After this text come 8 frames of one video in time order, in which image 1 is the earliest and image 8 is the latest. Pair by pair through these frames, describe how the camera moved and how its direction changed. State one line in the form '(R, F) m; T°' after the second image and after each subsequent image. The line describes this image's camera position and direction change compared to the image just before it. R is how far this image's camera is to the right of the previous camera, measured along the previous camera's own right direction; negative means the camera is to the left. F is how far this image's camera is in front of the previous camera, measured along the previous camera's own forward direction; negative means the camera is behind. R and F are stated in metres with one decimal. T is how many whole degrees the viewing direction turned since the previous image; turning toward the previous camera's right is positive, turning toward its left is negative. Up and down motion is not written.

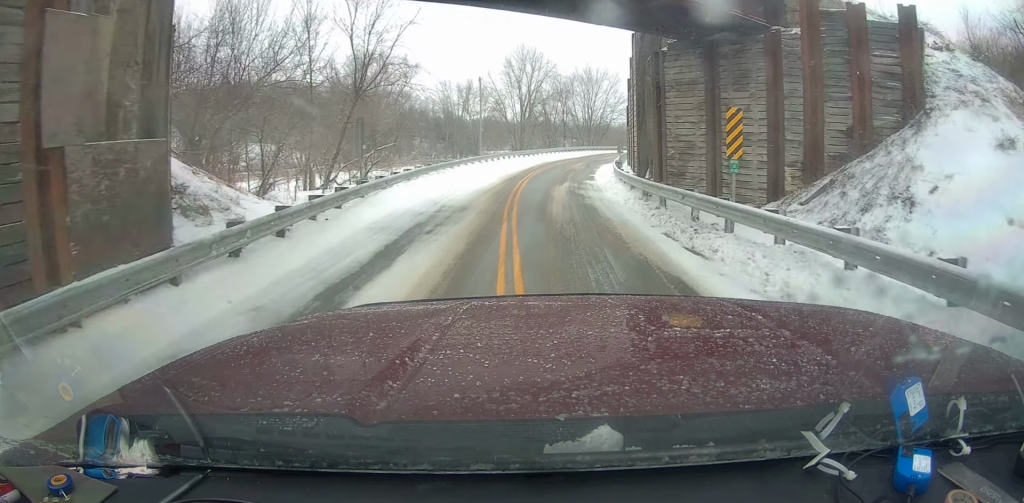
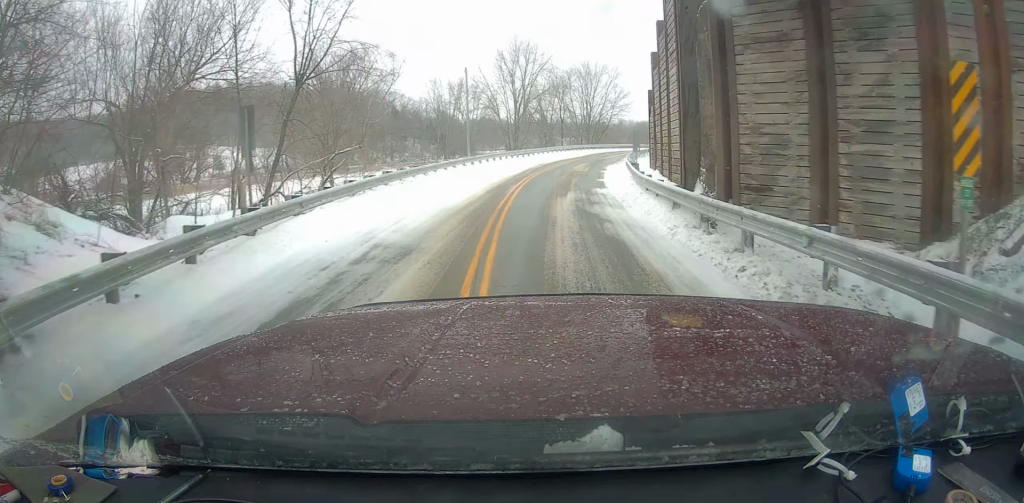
(0.0, +6.1) m; 0°
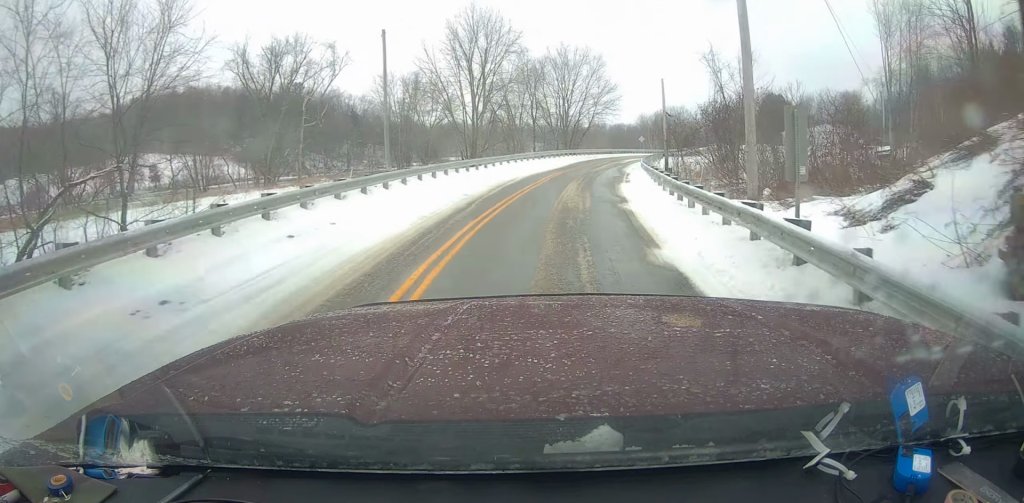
(+0.1, +16.5) m; +2°
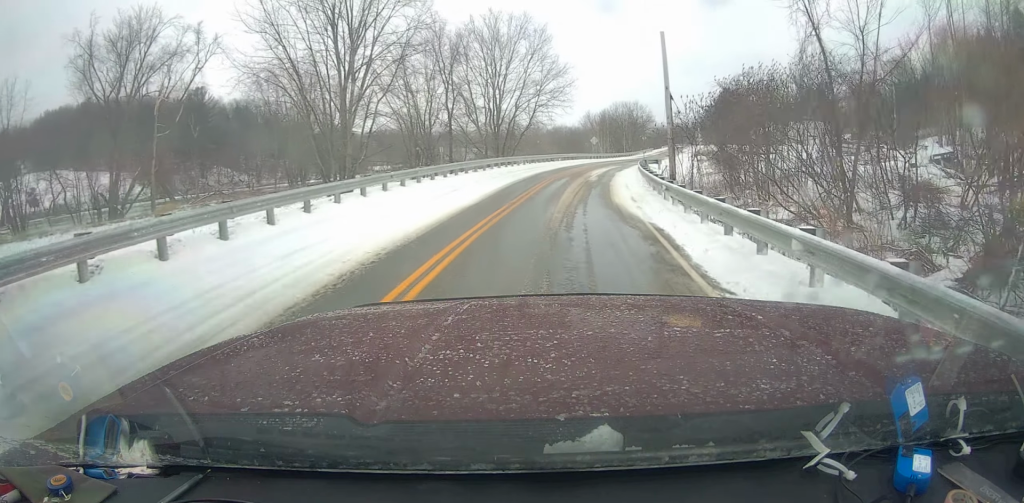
(+1.0, +21.1) m; +6°
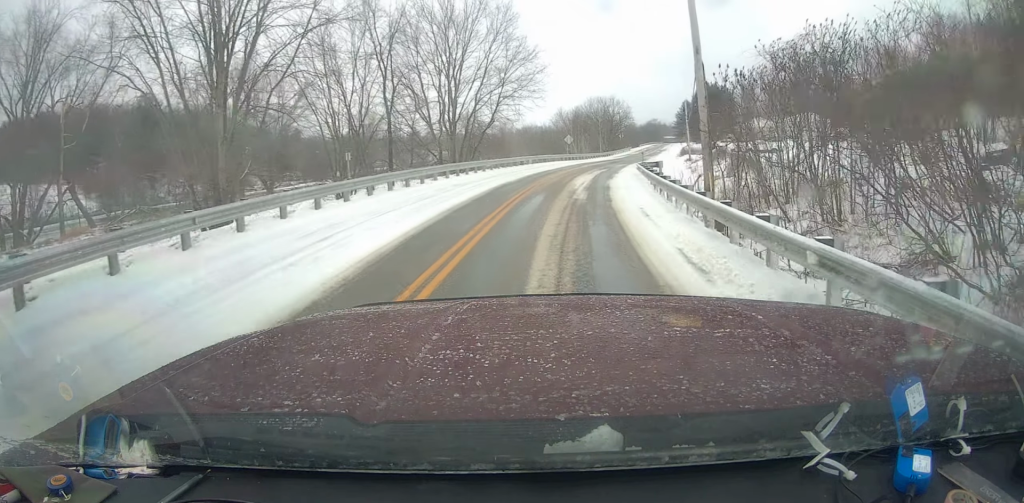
(+0.4, +10.2) m; +2°
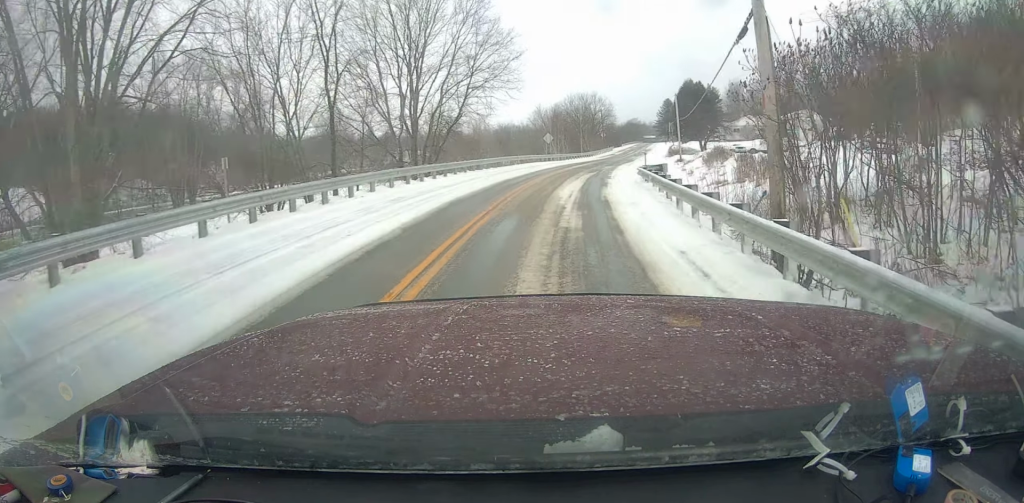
(+0.1, +6.6) m; +1°
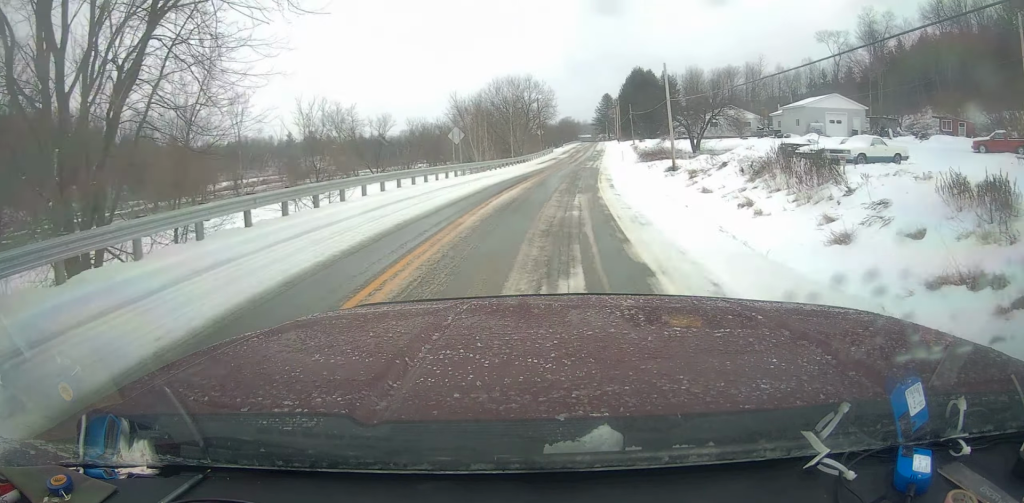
(+1.5, +27.3) m; +7°
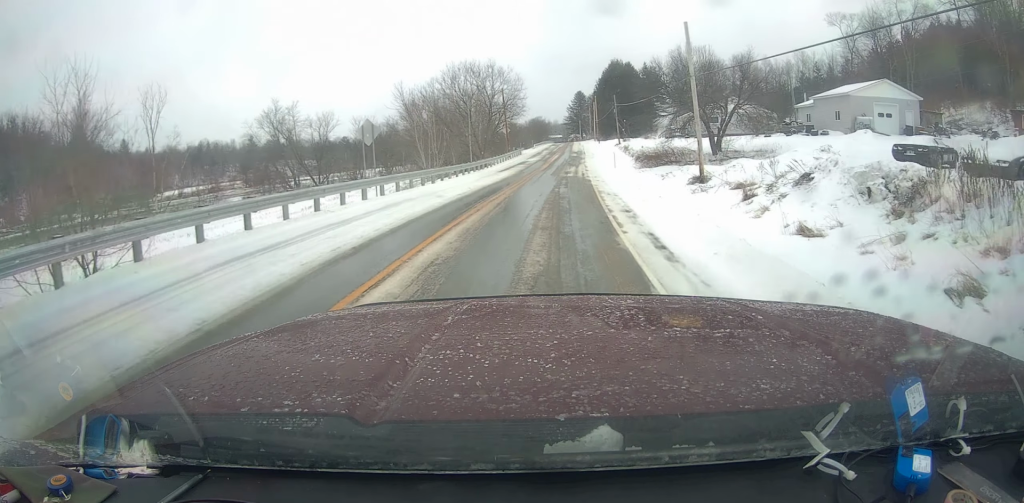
(+0.4, +14.8) m; +3°
